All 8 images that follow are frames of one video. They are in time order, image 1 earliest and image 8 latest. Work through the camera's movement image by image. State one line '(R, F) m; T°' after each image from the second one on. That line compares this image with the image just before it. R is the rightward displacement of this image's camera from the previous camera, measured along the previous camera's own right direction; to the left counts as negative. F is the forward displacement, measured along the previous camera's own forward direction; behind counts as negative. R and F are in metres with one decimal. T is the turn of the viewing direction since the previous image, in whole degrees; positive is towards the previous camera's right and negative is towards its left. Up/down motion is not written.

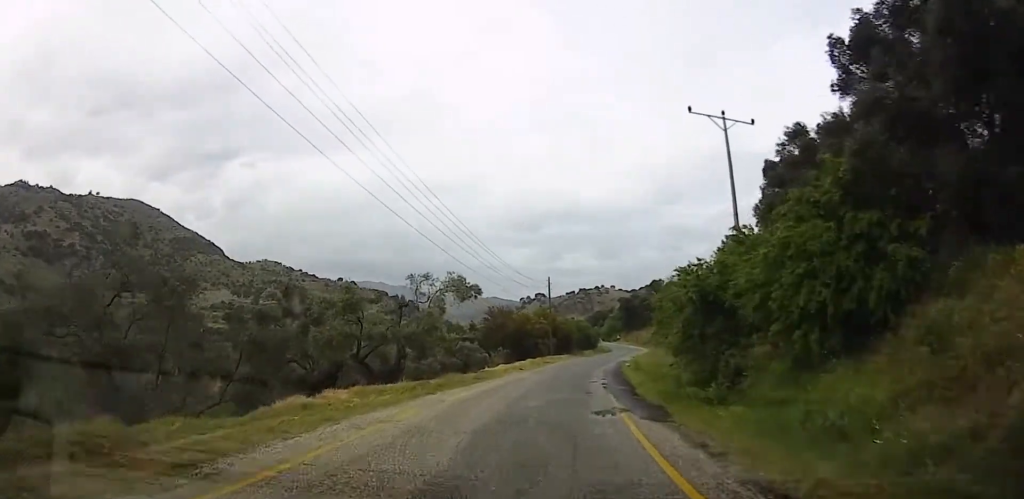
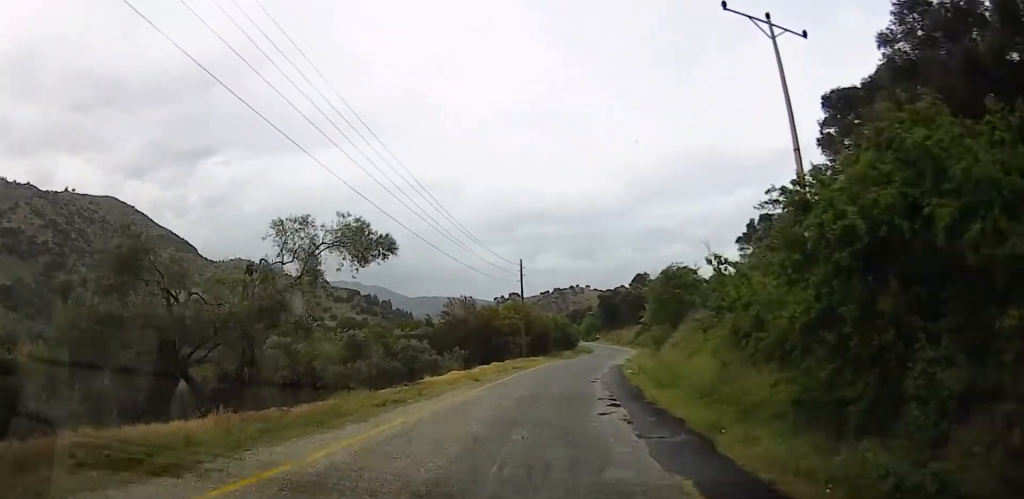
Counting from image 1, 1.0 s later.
(+0.6, +10.5) m; 0°
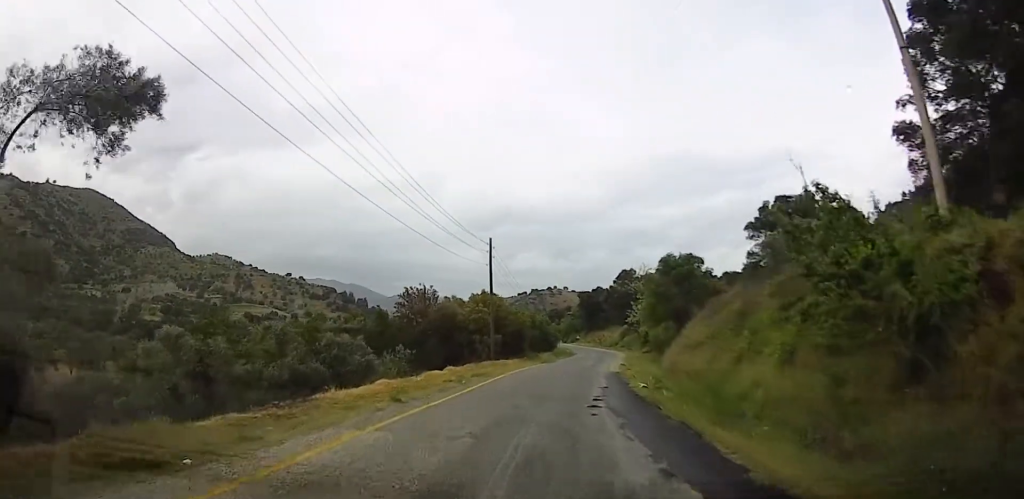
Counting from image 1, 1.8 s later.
(-0.7, +8.6) m; 0°
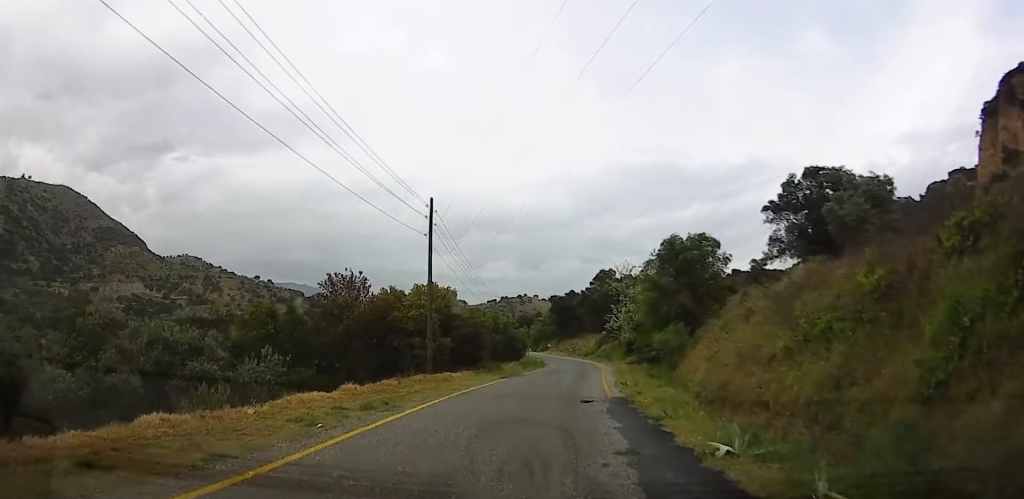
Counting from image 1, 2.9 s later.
(+1.0, +10.2) m; +6°
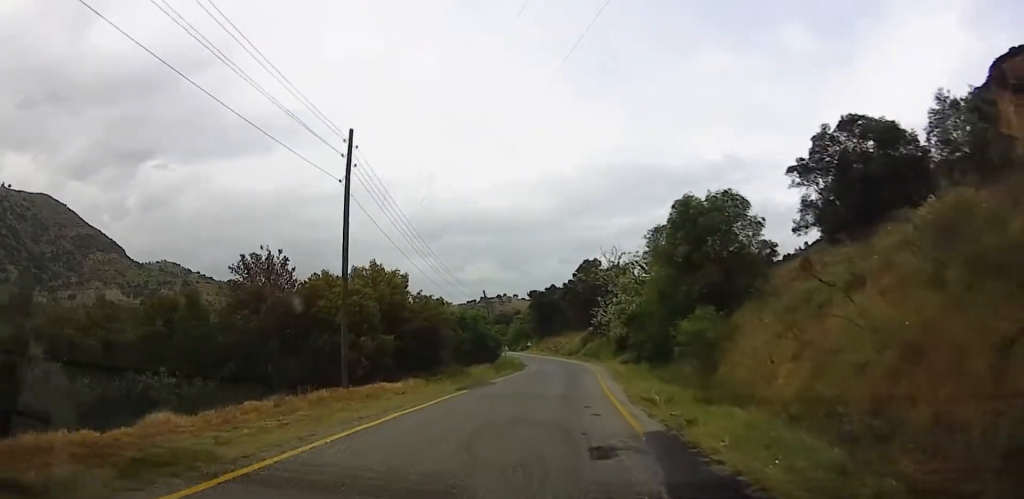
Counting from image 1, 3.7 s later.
(-0.1, +7.7) m; +4°
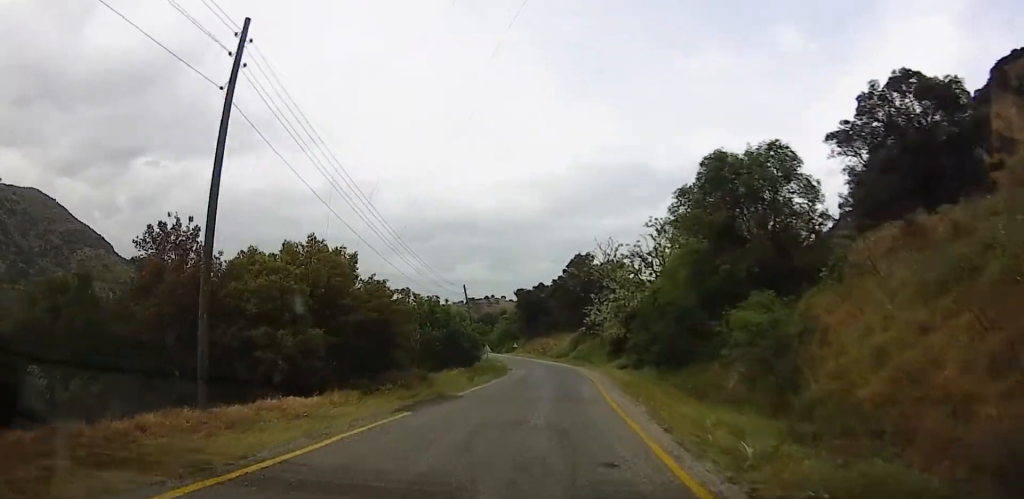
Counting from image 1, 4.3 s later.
(+0.4, +5.9) m; 0°
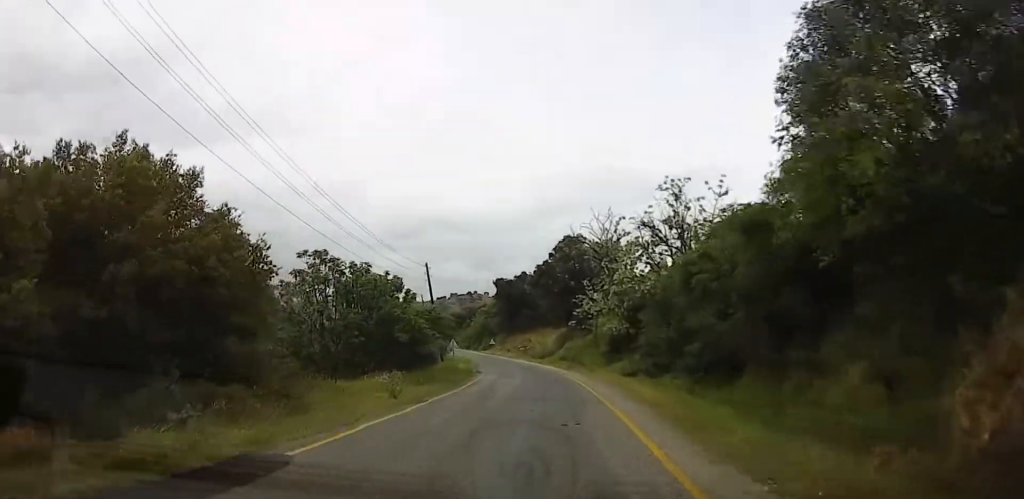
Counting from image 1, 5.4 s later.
(-0.1, +10.1) m; 0°
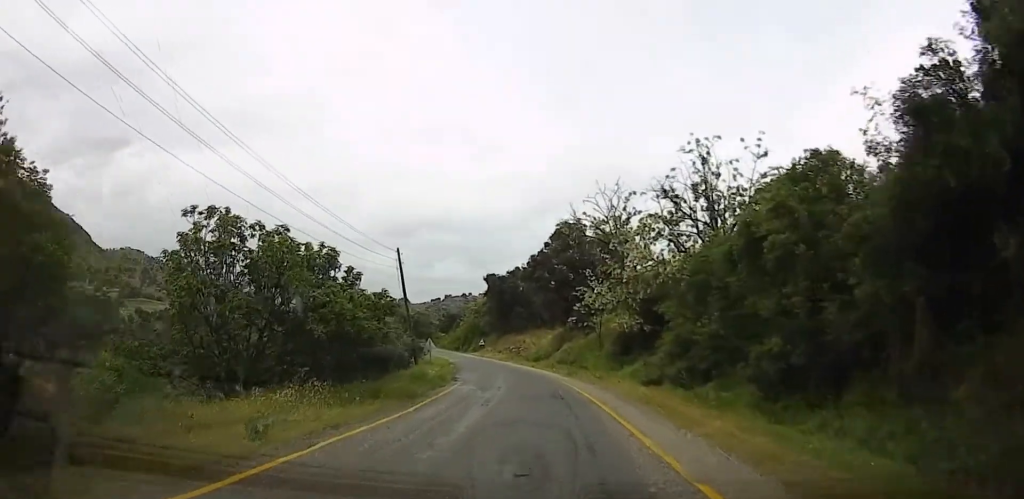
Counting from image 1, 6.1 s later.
(-0.1, +6.9) m; -1°
